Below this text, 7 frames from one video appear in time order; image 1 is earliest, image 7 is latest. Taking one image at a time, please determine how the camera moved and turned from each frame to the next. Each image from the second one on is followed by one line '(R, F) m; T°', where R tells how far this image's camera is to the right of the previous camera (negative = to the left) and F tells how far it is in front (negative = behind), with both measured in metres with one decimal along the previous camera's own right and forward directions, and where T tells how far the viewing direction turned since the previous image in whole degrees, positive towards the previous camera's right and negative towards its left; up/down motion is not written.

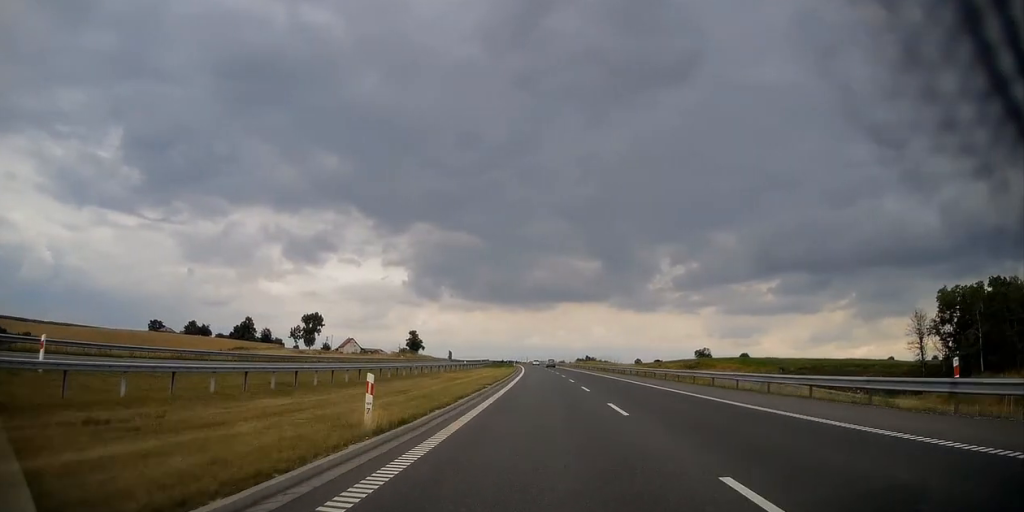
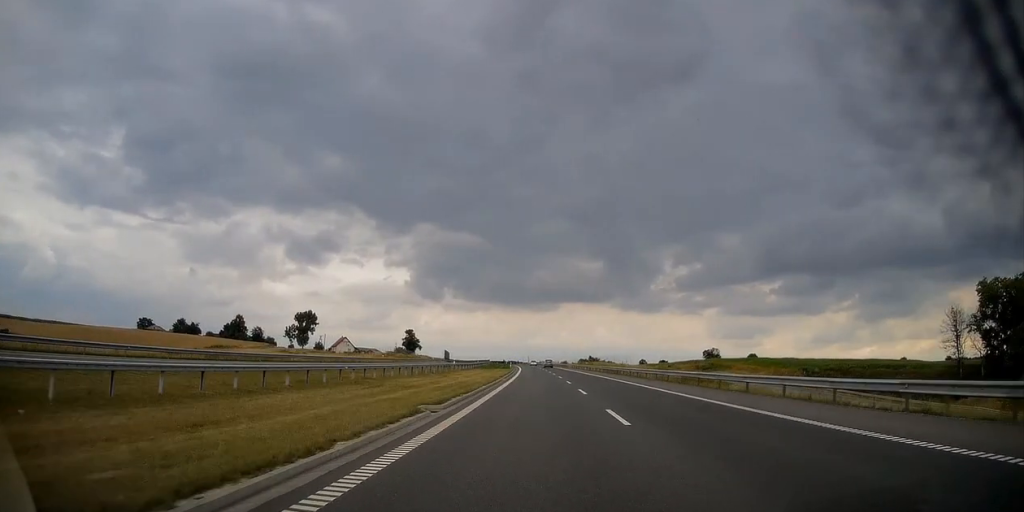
(-0.1, +14.3) m; 0°
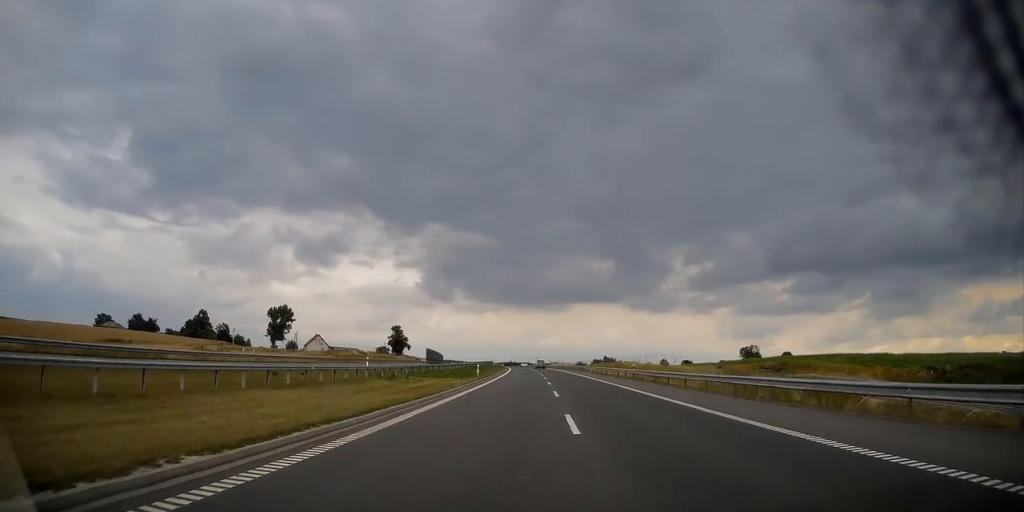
(-0.6, +49.9) m; -1°
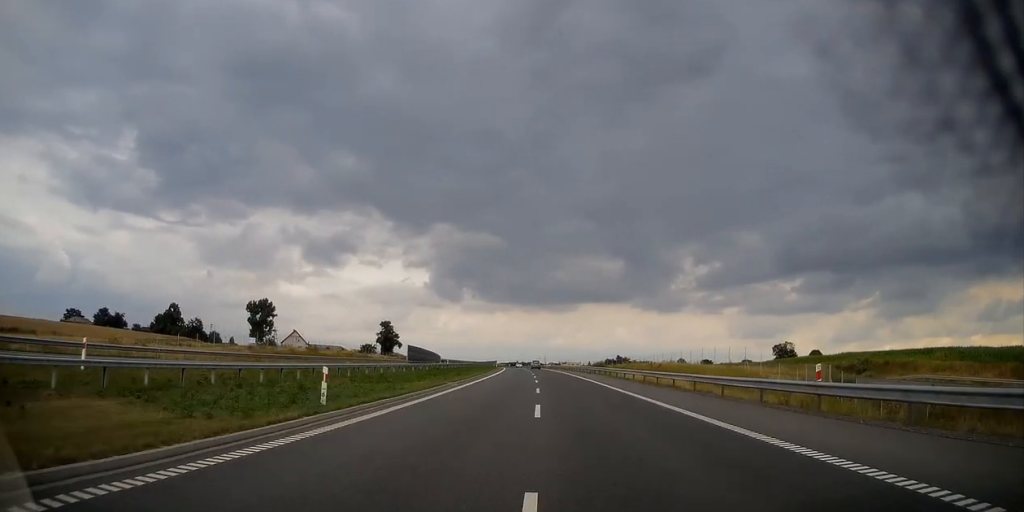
(-0.2, +33.0) m; 0°
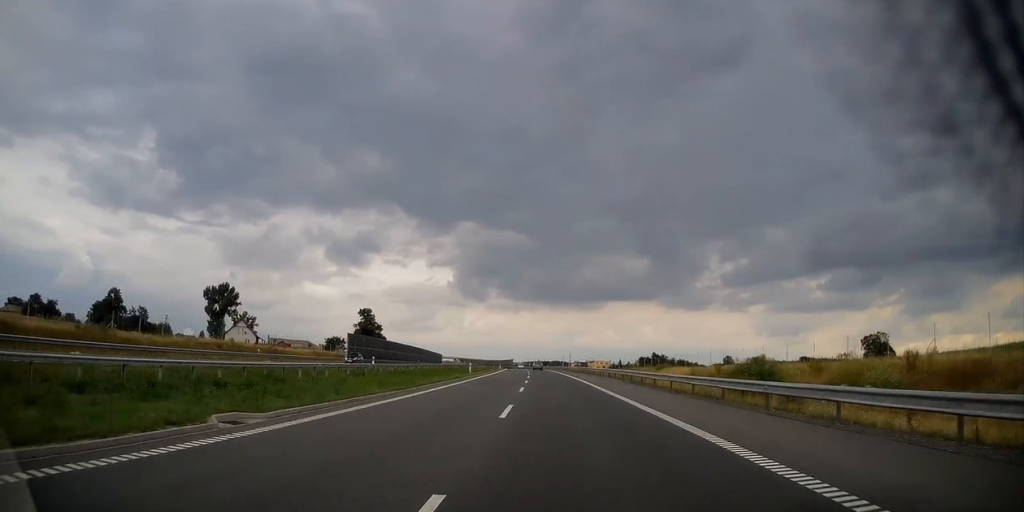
(-0.6, +58.4) m; -2°
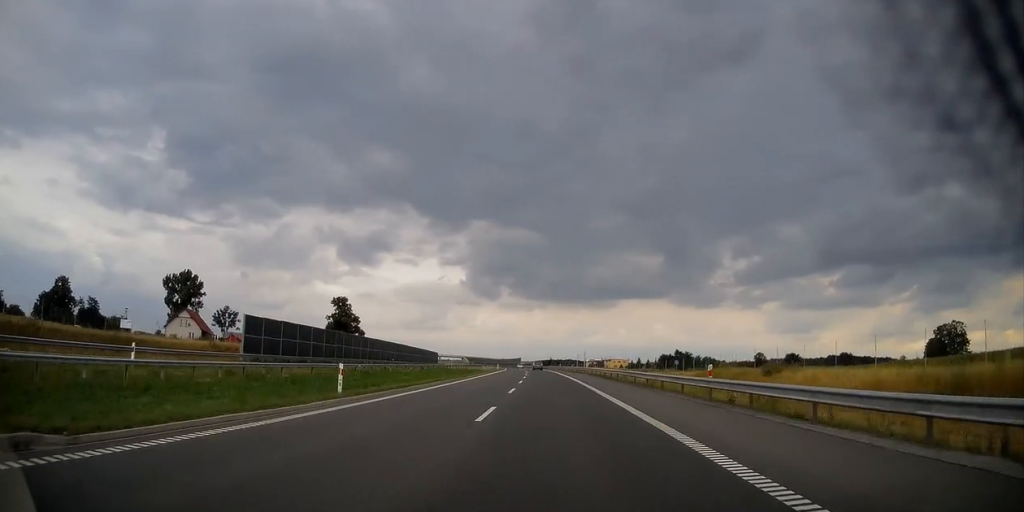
(-0.6, +35.9) m; -1°
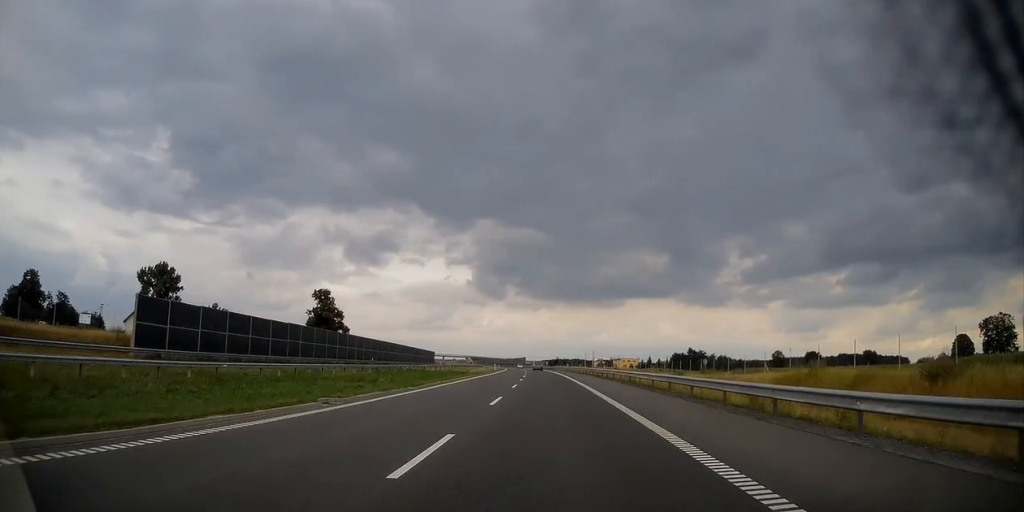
(+0.1, +18.4) m; -1°
